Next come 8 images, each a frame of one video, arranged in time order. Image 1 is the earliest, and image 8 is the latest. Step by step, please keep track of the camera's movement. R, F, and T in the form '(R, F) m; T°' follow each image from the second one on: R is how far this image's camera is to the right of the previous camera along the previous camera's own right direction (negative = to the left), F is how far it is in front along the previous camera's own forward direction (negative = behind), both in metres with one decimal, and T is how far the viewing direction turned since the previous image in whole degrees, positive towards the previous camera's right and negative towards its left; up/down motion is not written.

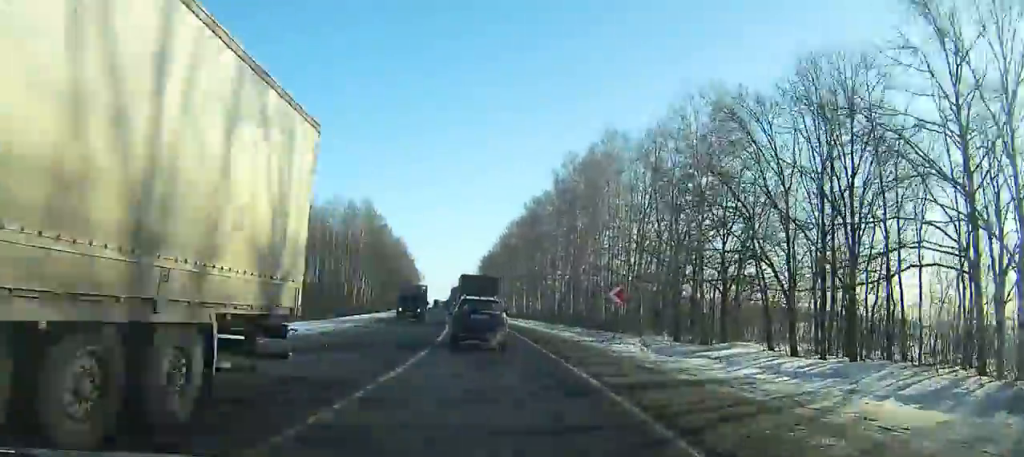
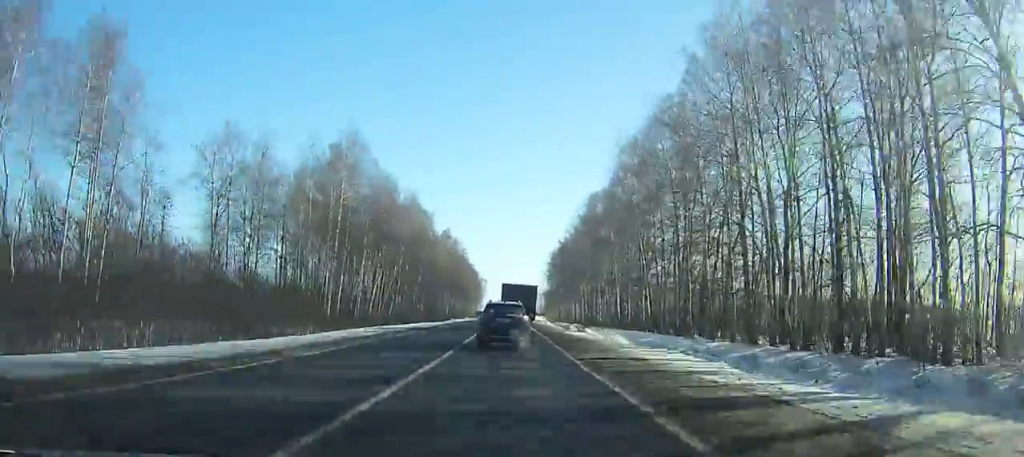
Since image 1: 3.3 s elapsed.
(-4.9, +48.0) m; -8°
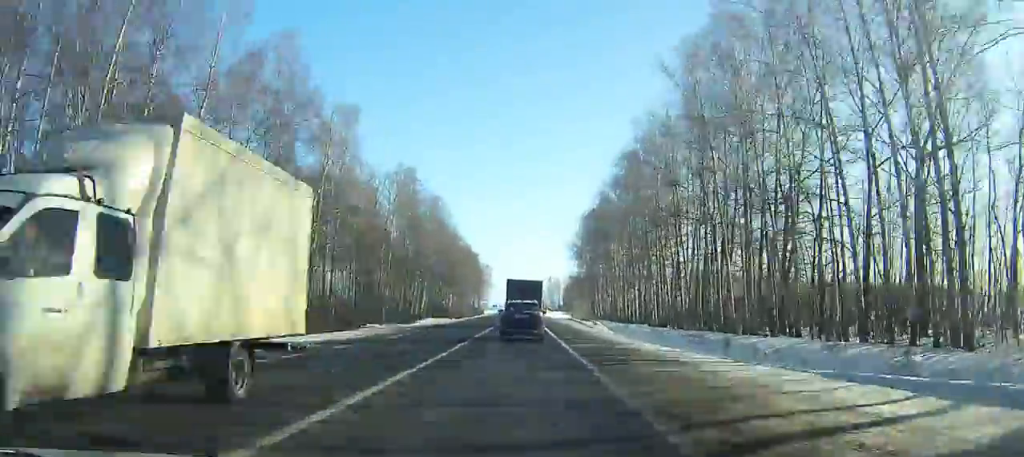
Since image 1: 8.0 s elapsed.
(-3.5, +71.5) m; -4°
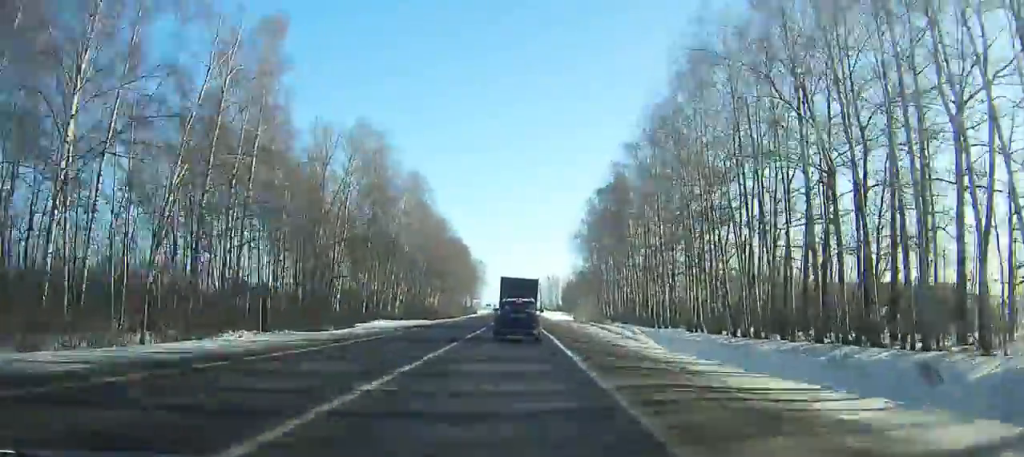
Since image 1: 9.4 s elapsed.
(-0.1, +21.7) m; 0°
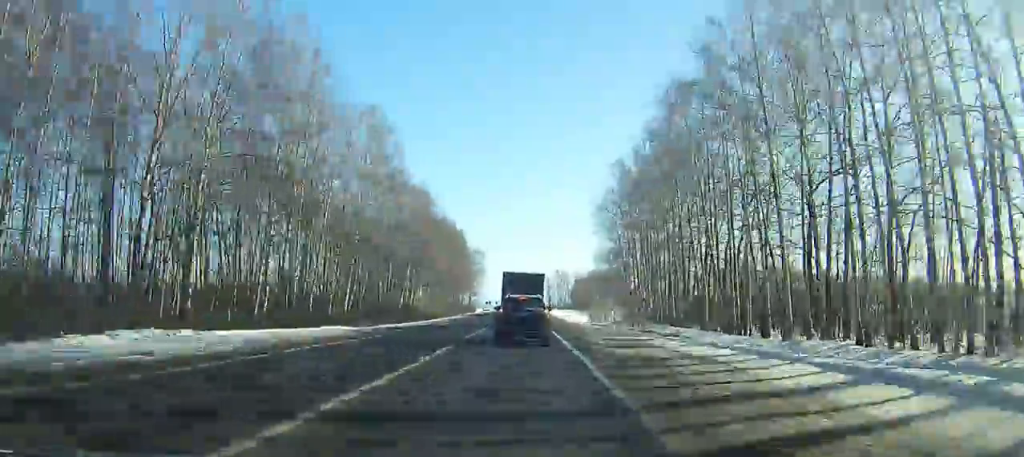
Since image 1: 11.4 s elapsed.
(0.0, +31.2) m; 0°
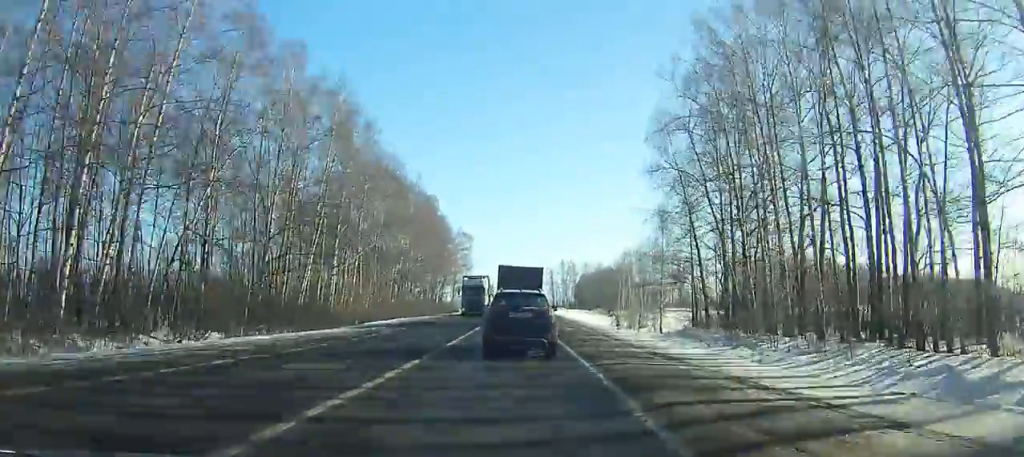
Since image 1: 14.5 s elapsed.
(-0.1, +47.6) m; 0°
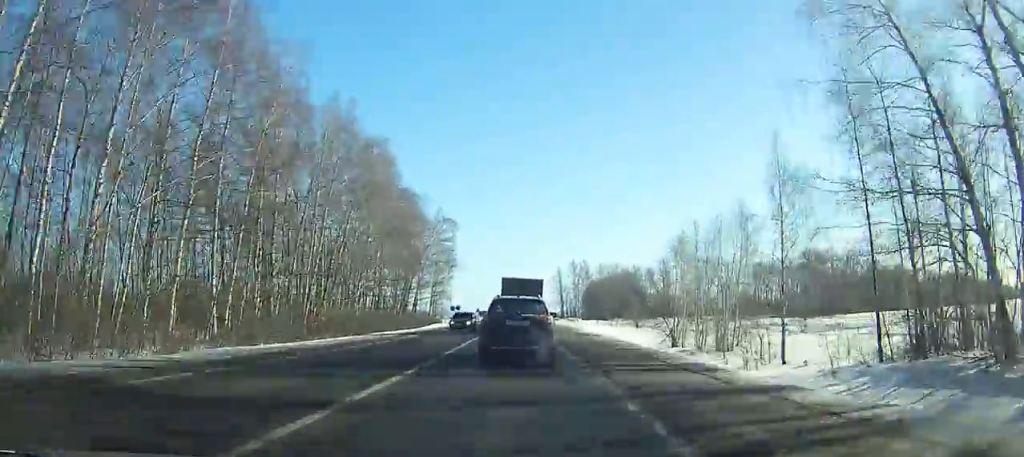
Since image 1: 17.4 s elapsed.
(0.0, +43.5) m; -1°
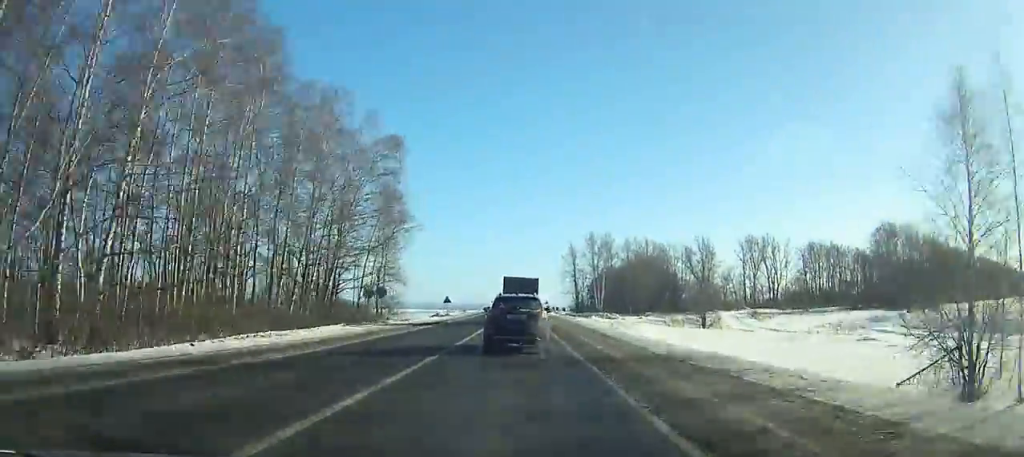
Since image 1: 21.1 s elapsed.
(-0.5, +55.4) m; -1°
